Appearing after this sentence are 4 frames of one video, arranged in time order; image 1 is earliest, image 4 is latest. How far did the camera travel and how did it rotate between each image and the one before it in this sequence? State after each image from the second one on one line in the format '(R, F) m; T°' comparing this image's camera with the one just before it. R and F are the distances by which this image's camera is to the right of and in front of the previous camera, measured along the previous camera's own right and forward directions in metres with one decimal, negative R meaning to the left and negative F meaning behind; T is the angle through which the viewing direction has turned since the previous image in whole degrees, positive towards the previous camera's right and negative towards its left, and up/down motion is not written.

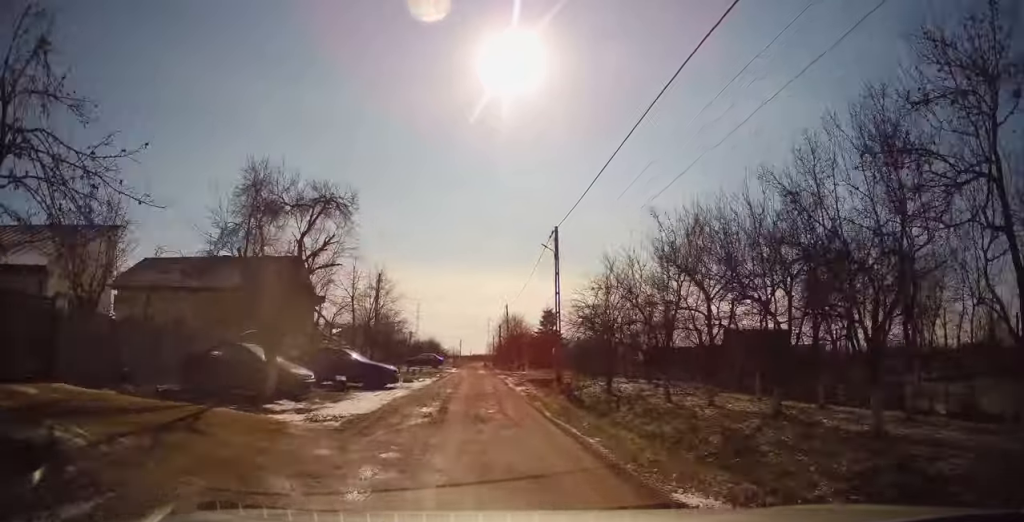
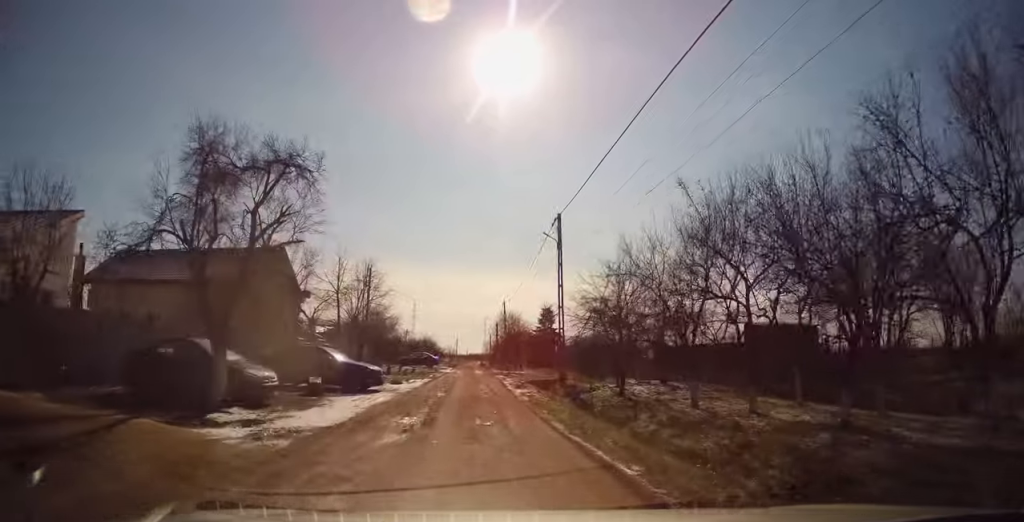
(+0.2, +2.3) m; 0°
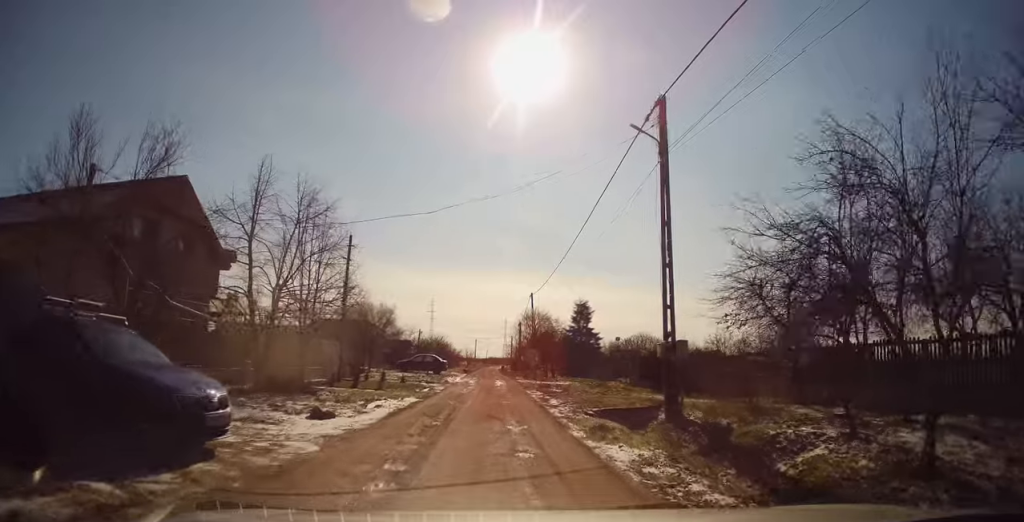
(-0.5, +12.9) m; -1°
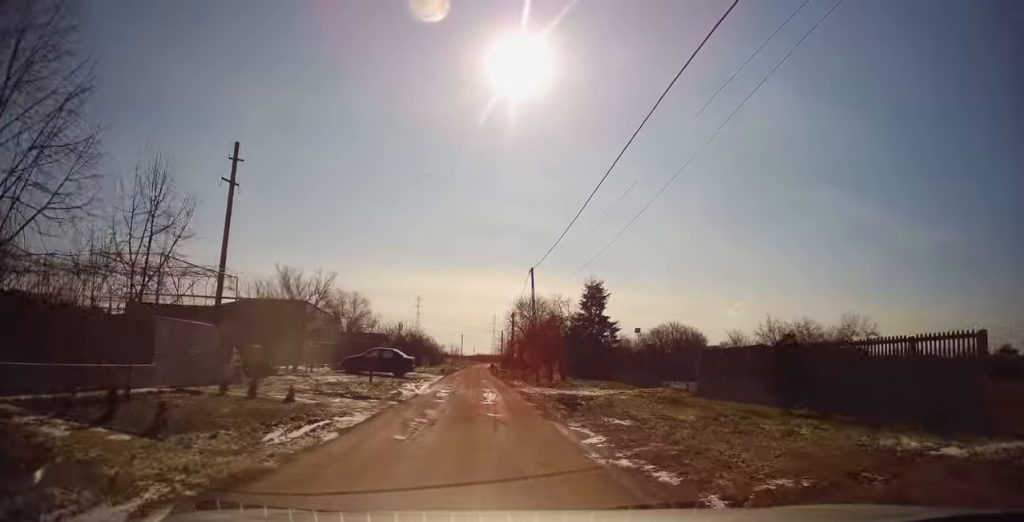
(-0.3, +13.6) m; 0°
